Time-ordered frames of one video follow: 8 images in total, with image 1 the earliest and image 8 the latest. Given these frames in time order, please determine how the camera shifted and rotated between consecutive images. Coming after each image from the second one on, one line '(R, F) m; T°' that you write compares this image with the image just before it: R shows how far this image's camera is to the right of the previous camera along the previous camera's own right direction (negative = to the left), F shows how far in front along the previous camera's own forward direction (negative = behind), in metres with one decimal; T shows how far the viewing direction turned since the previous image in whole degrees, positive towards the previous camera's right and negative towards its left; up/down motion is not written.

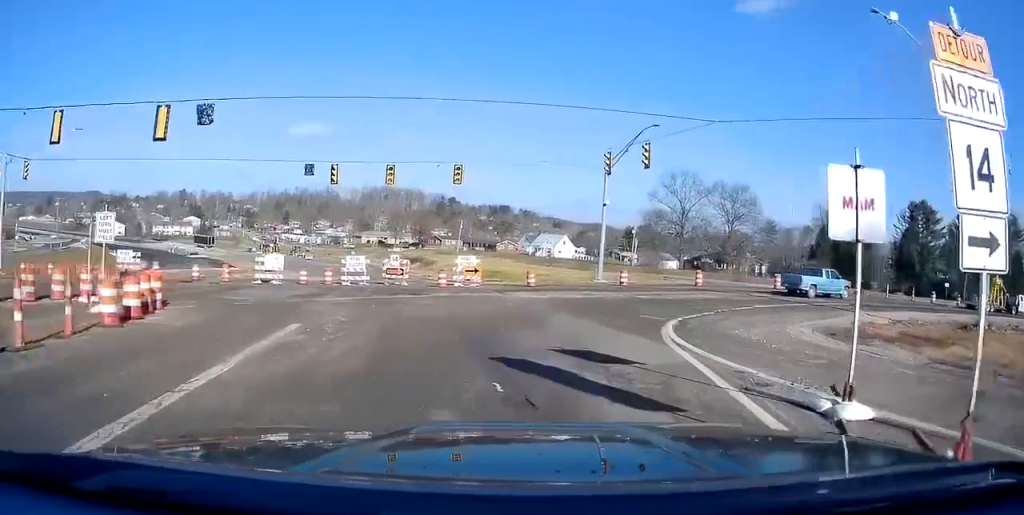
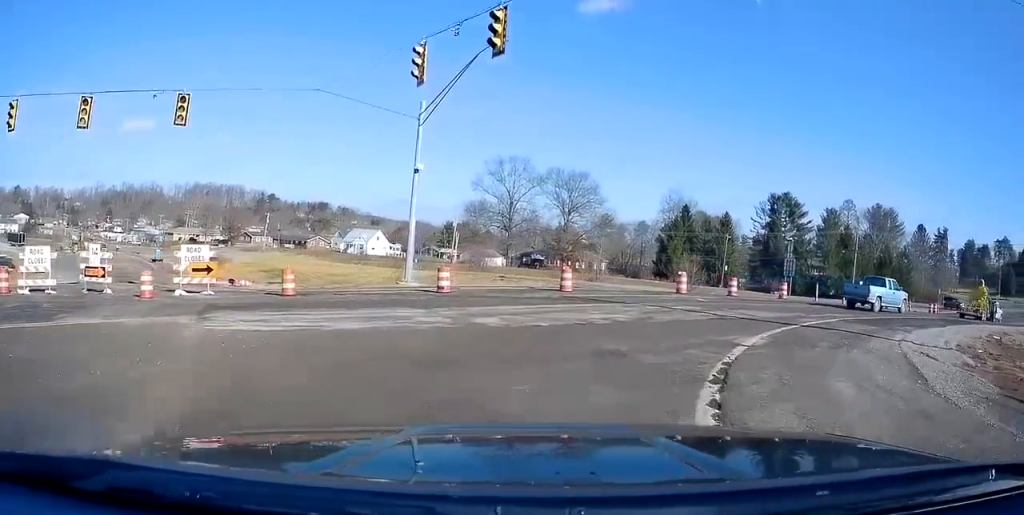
(+2.0, +15.6) m; +20°
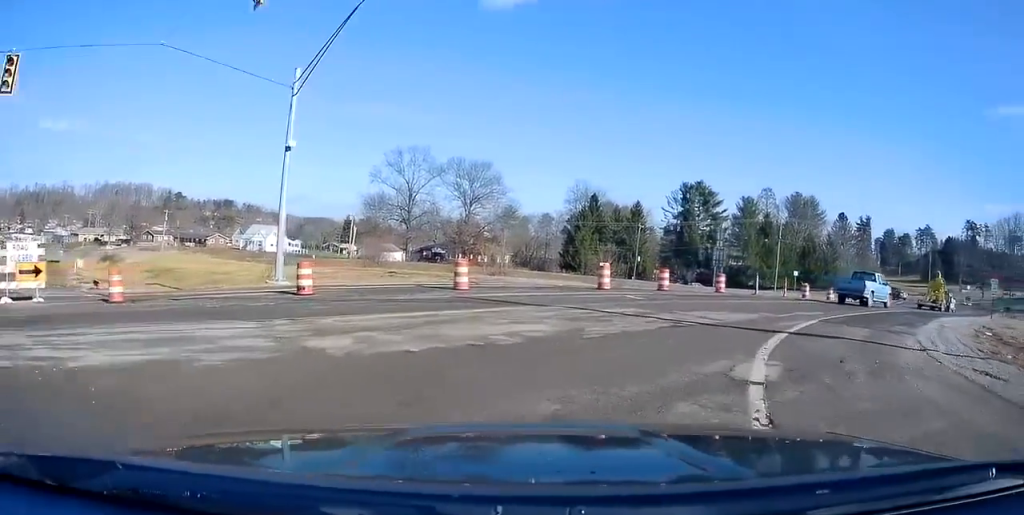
(+0.4, +5.3) m; +10°
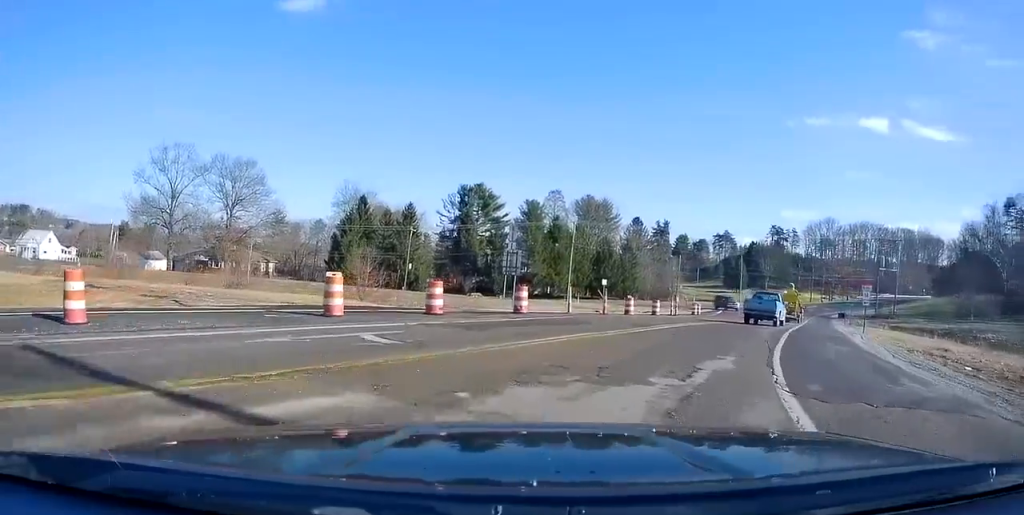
(+1.8, +10.3) m; +21°
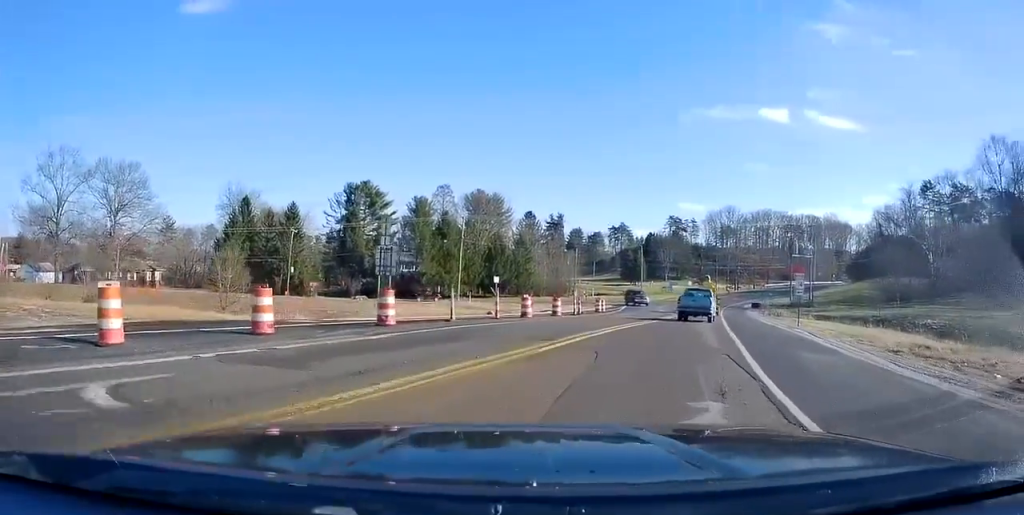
(+0.7, +5.2) m; +8°
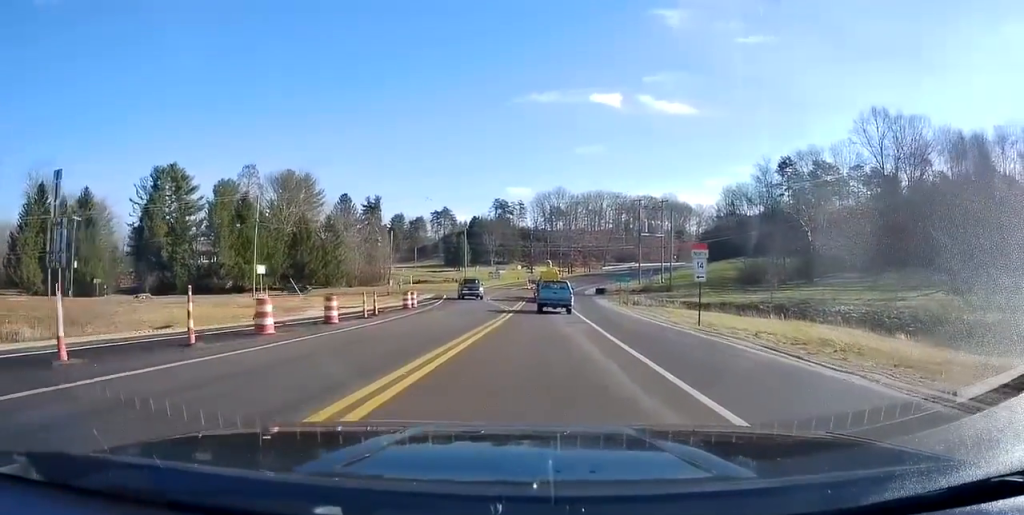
(+1.9, +12.4) m; +13°
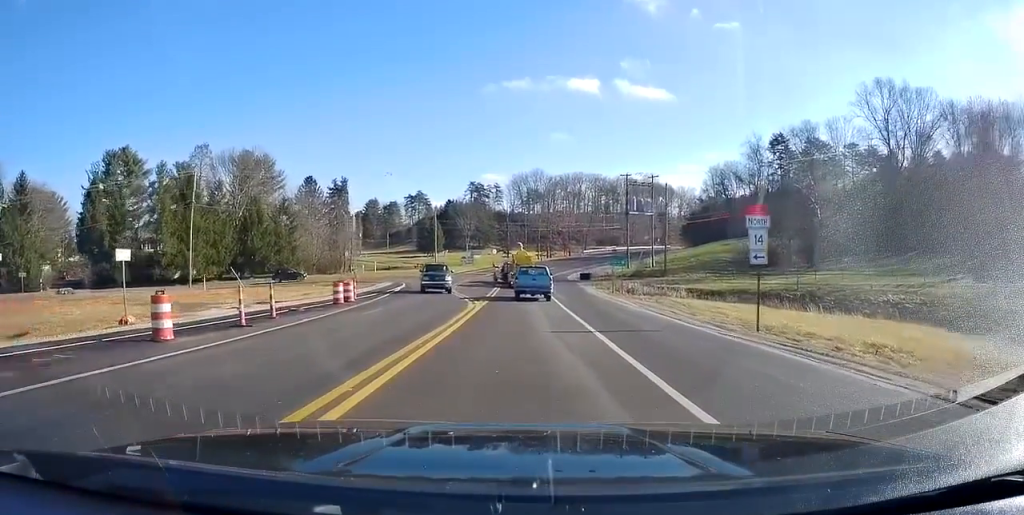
(+0.6, +9.6) m; +6°
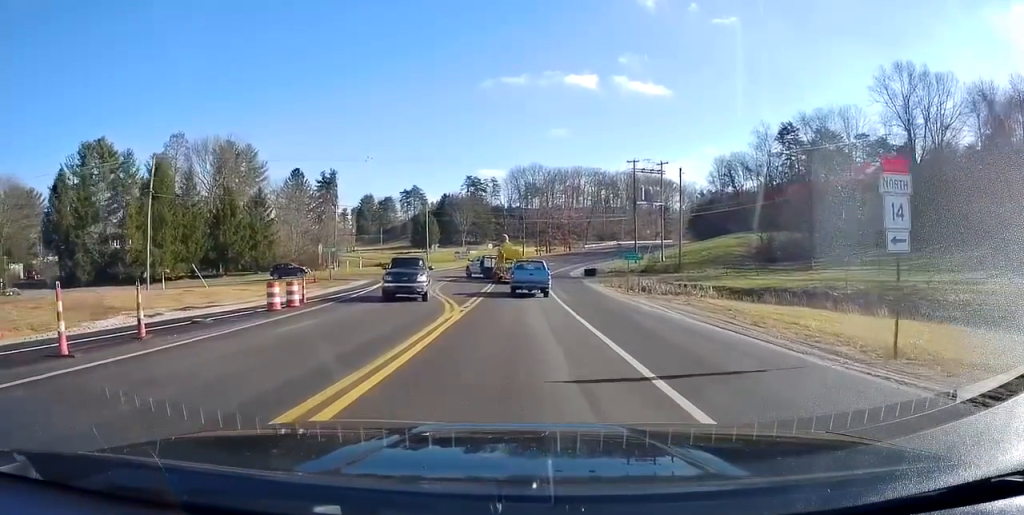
(+0.2, +6.9) m; +2°
